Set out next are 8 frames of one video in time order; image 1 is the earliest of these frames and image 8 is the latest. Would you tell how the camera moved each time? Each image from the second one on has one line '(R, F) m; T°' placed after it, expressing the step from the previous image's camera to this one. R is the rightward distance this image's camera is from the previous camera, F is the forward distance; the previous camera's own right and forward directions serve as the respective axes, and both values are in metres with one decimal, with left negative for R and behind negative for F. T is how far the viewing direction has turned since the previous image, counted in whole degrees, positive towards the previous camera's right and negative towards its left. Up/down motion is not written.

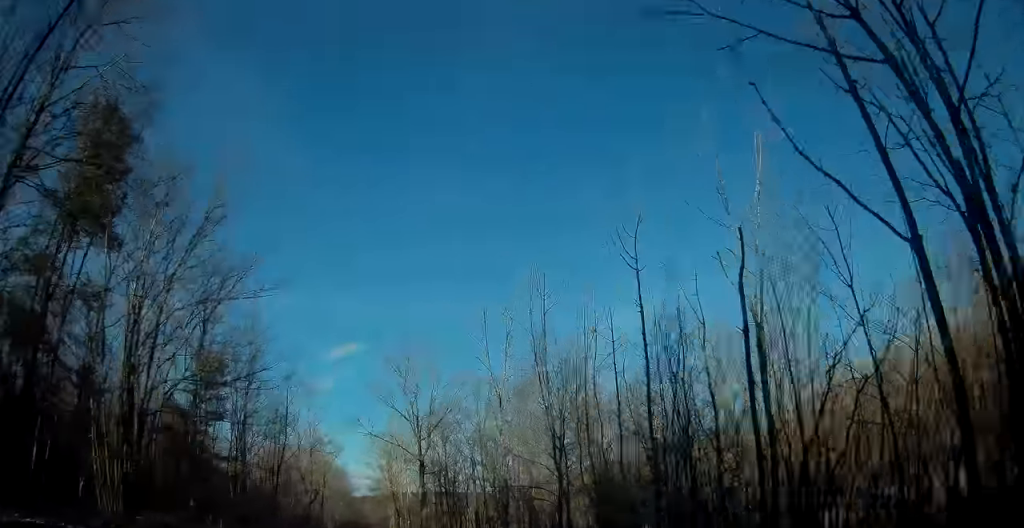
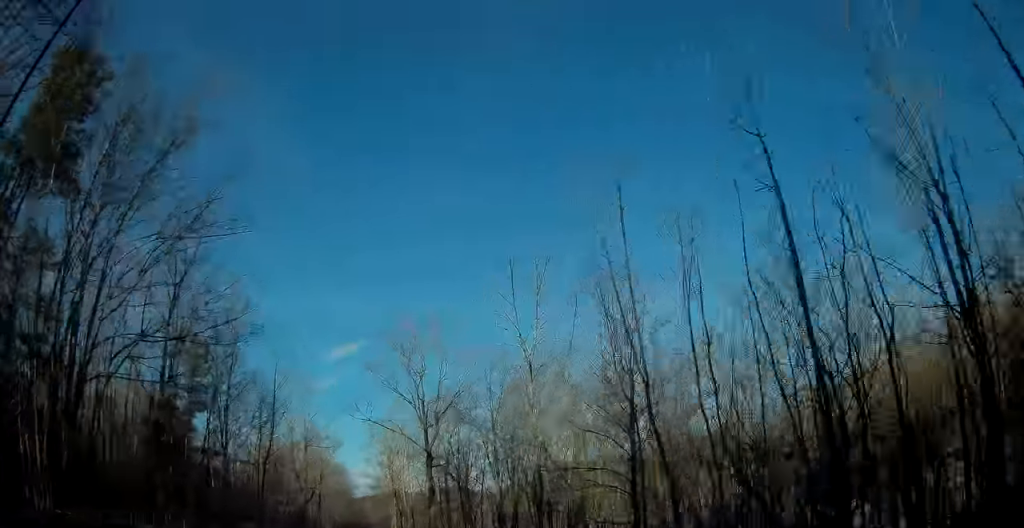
(+0.1, +5.0) m; 0°
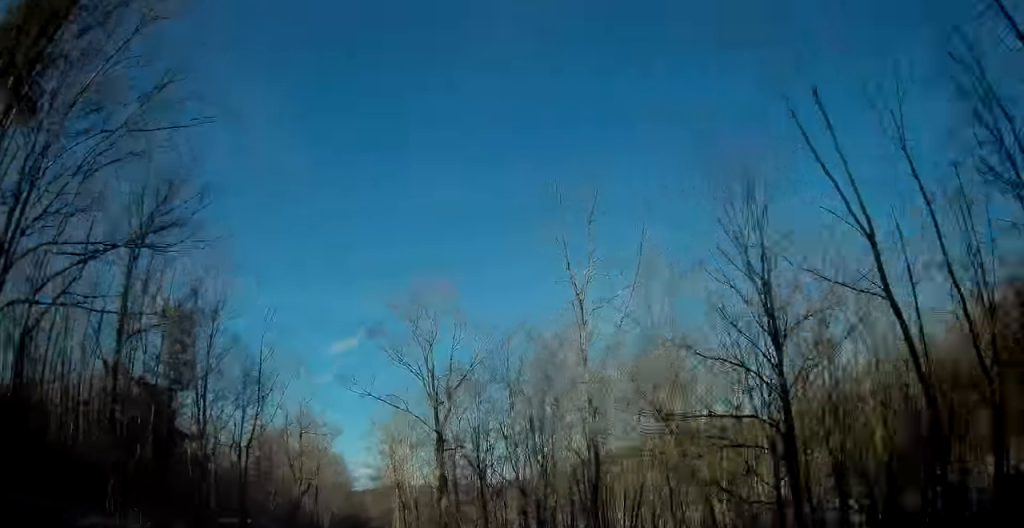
(+0.1, +5.0) m; 0°
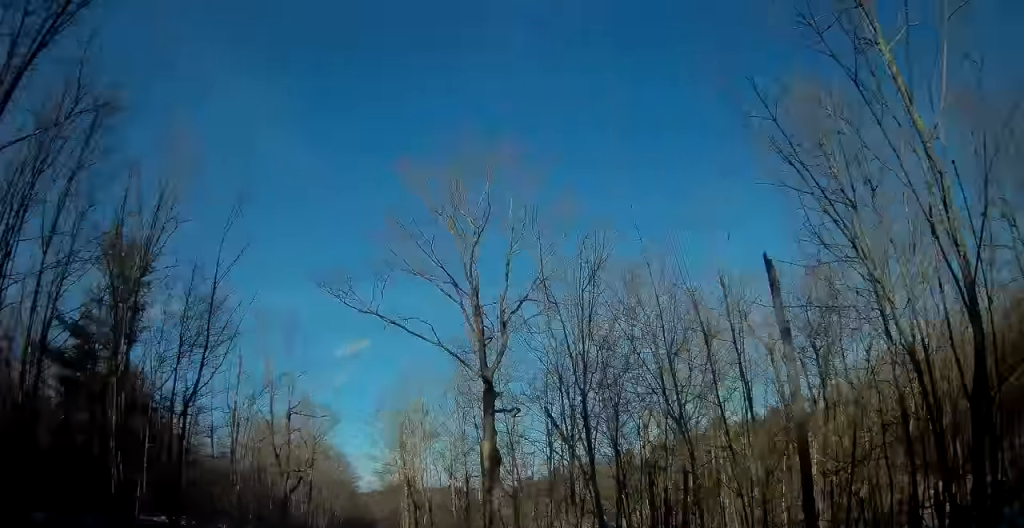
(-0.1, +10.8) m; -1°
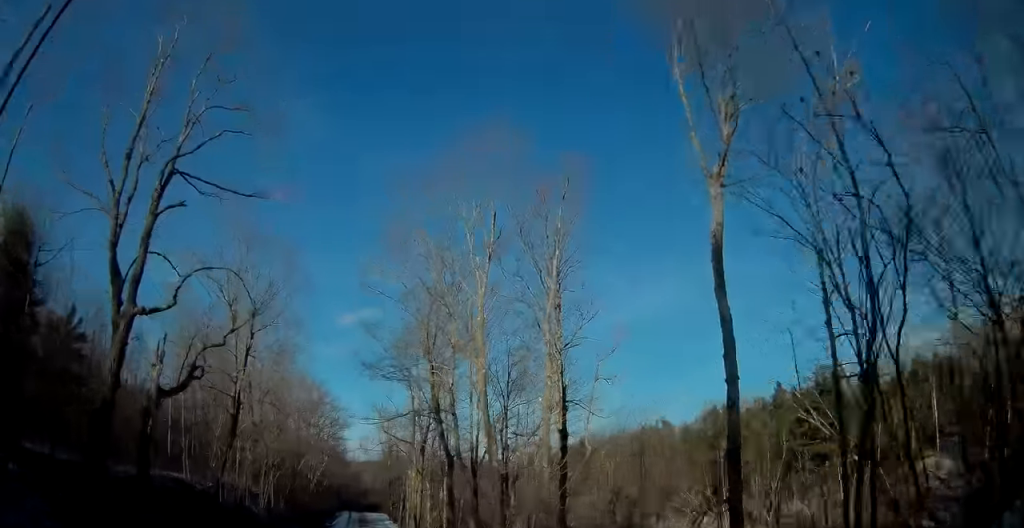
(+0.1, +28.3) m; +1°
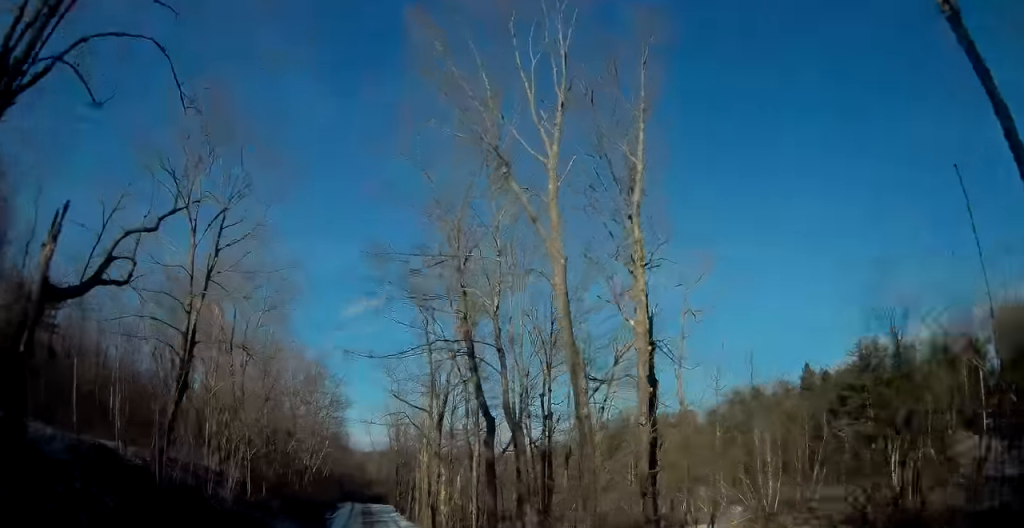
(+0.1, +7.9) m; 0°
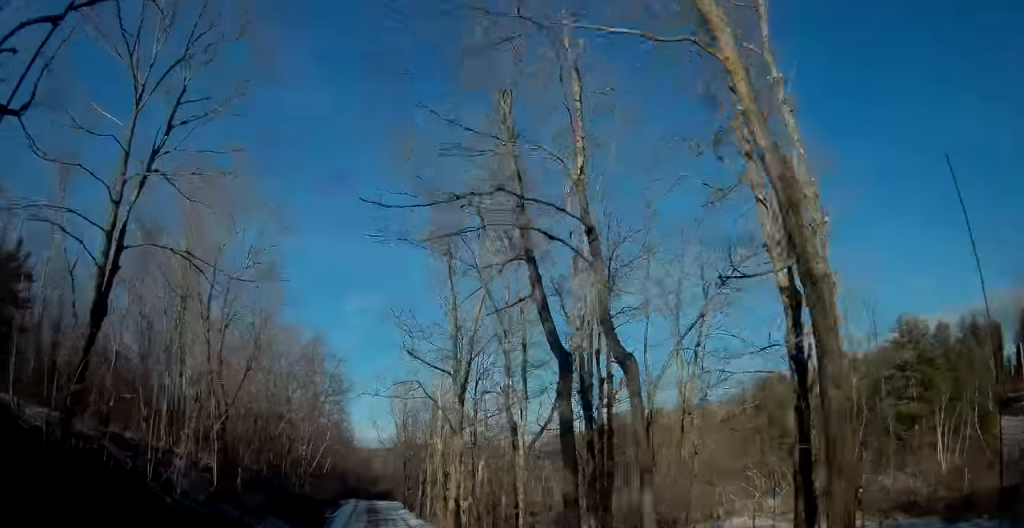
(0.0, +6.7) m; 0°
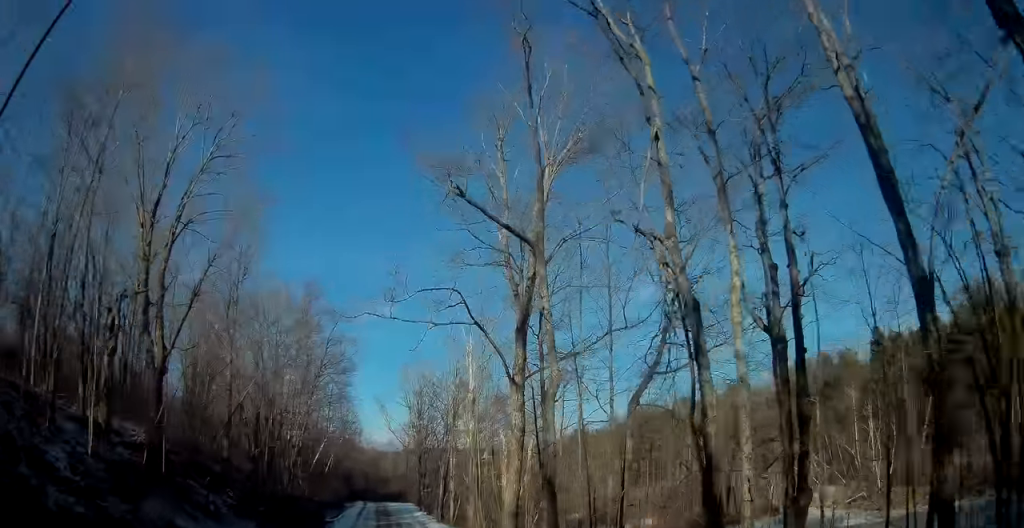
(-0.1, +10.2) m; -1°
